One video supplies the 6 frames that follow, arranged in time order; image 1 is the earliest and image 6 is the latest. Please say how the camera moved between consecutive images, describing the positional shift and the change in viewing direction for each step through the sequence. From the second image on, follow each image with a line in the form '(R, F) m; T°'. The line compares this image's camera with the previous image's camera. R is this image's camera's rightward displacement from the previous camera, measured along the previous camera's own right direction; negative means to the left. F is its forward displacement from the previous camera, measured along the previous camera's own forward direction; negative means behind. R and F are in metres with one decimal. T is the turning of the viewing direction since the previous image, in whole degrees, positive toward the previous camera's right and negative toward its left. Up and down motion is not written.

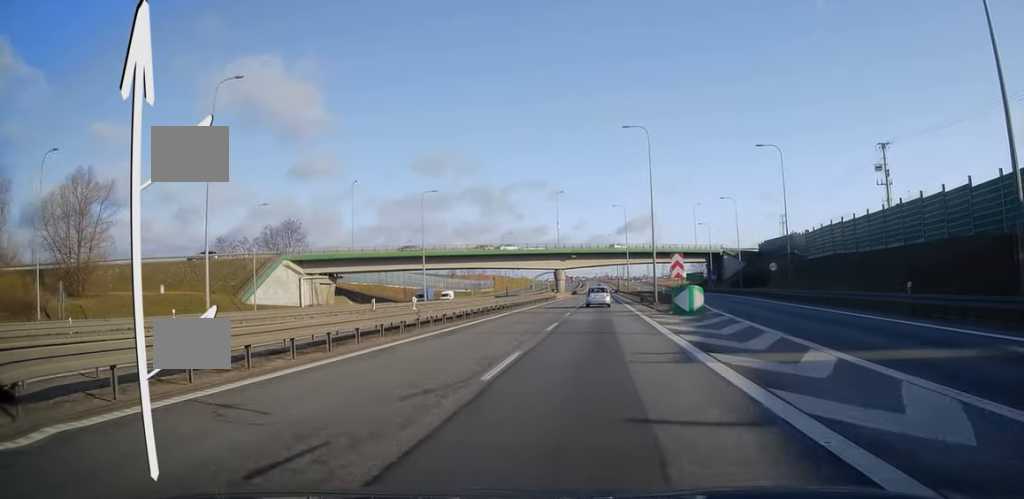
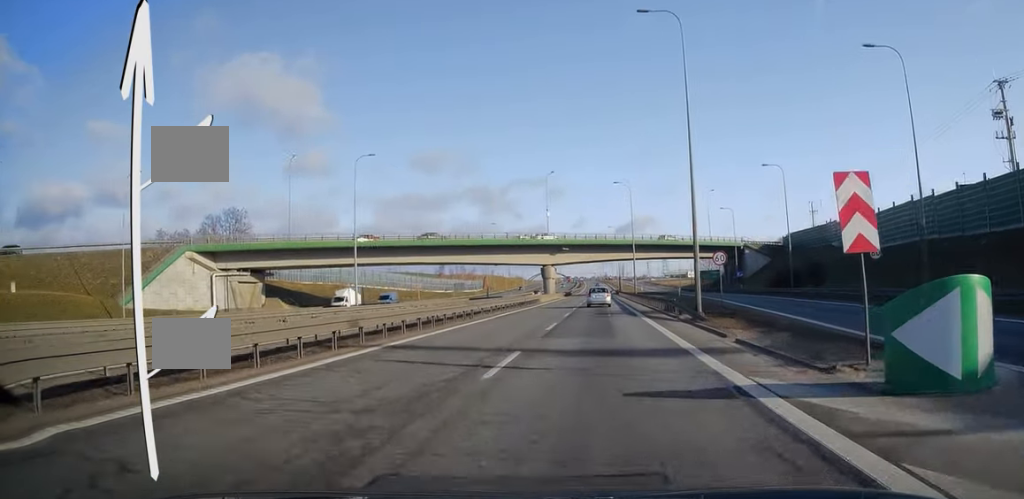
(0.0, +23.7) m; 0°
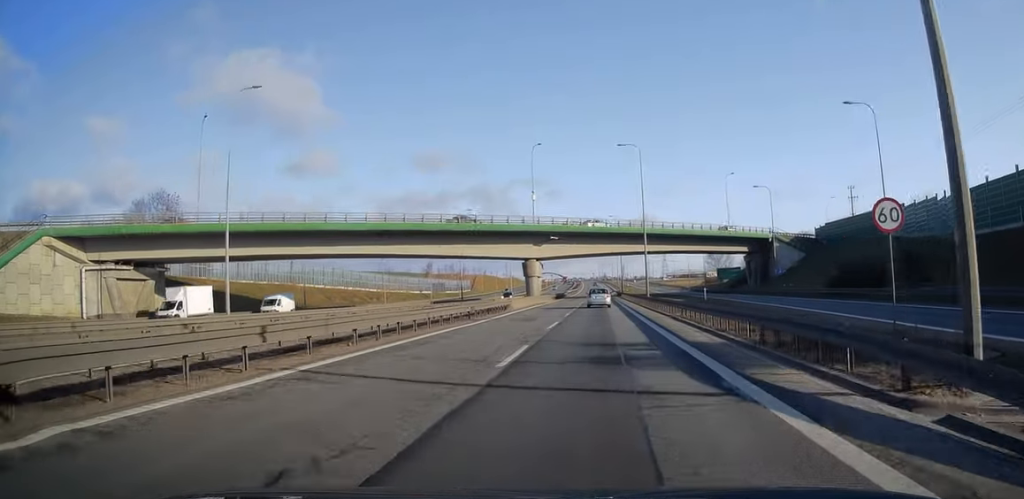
(-0.1, +22.4) m; 0°
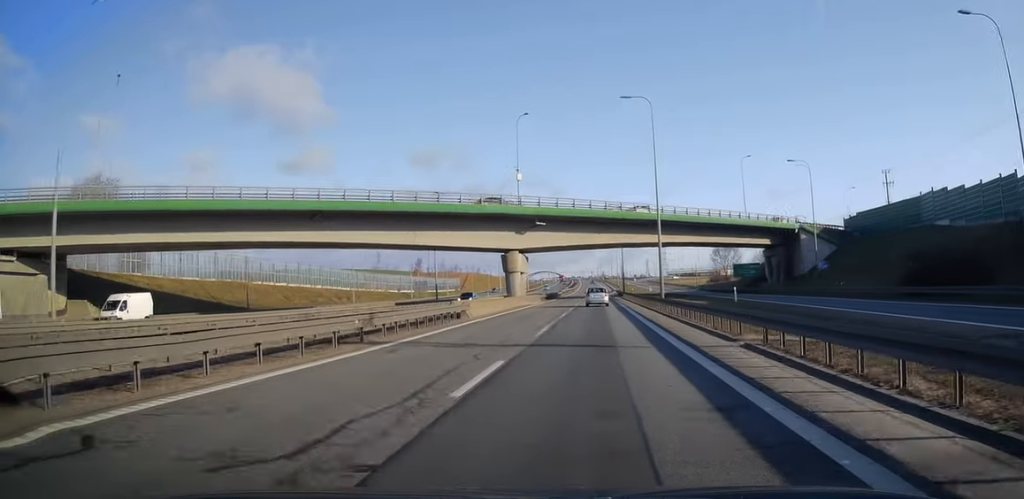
(0.0, +15.2) m; 0°
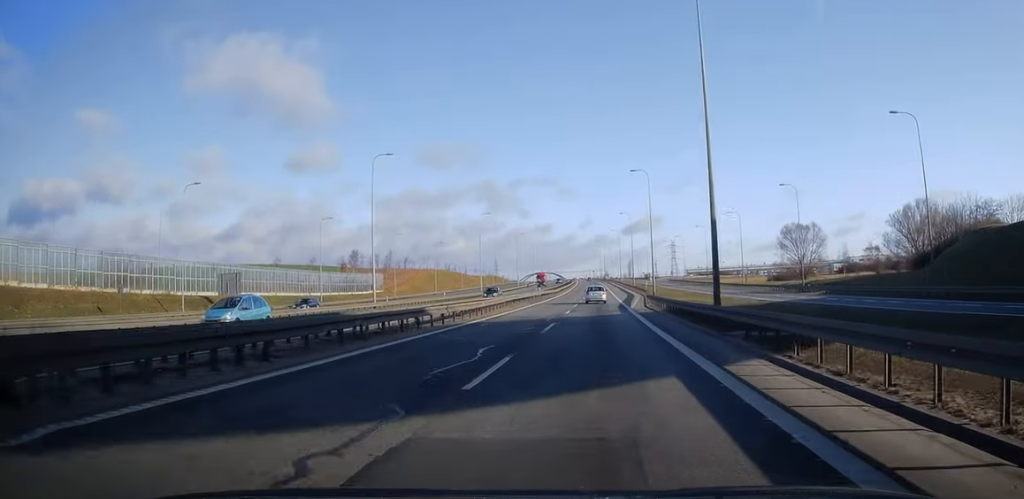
(+0.1, +82.1) m; 0°
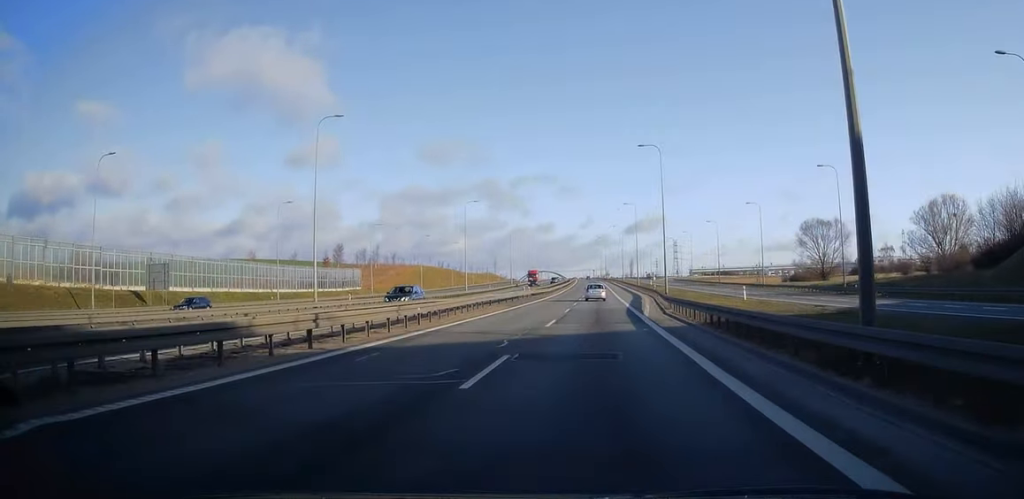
(0.0, +13.5) m; 0°
